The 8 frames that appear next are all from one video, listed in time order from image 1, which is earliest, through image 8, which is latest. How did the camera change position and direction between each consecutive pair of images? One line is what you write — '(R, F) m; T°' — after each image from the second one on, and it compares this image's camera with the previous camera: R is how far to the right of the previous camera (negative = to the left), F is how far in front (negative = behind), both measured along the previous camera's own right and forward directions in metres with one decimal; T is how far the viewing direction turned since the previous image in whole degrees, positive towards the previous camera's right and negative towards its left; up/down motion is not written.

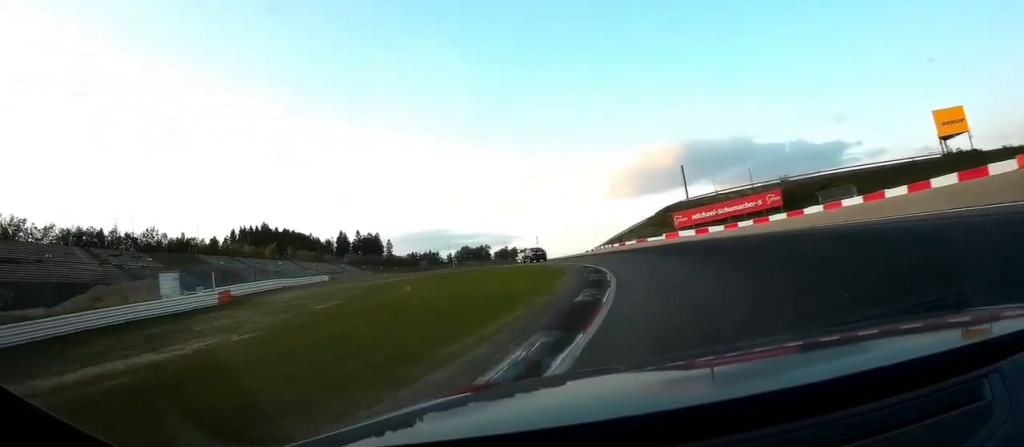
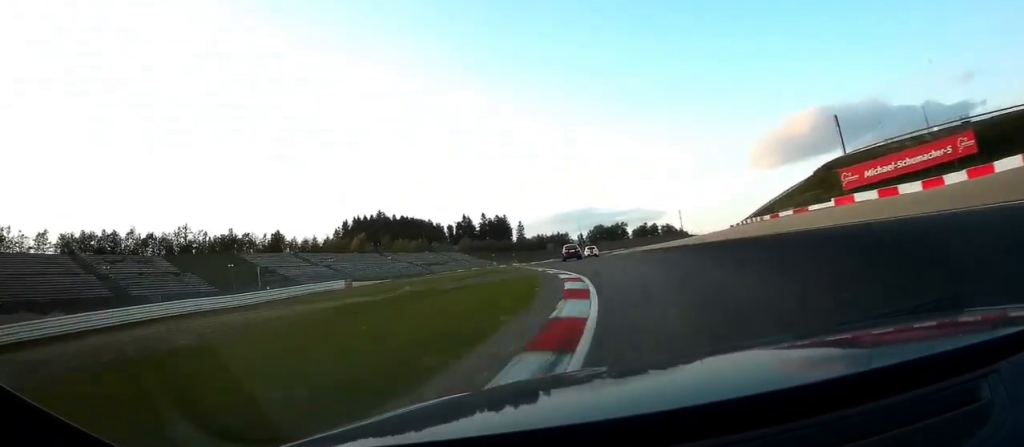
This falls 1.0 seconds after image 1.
(-4.5, +32.8) m; -14°
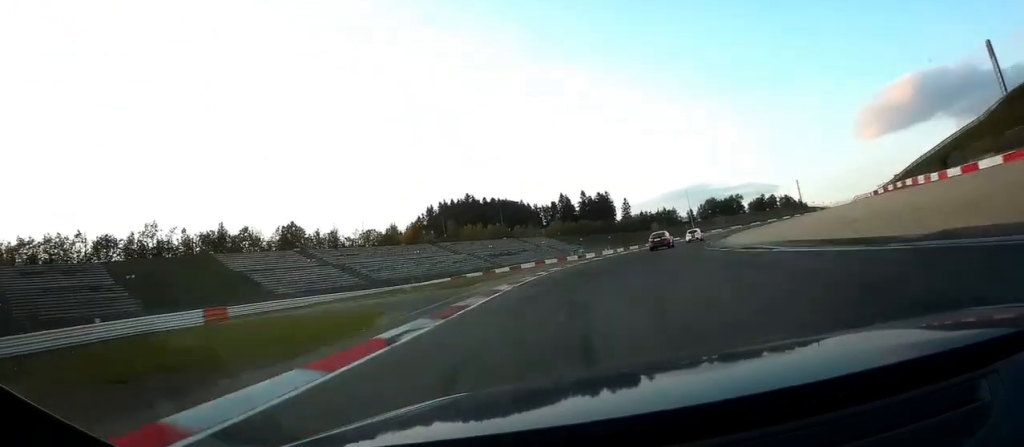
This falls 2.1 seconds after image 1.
(-4.0, +37.6) m; -6°
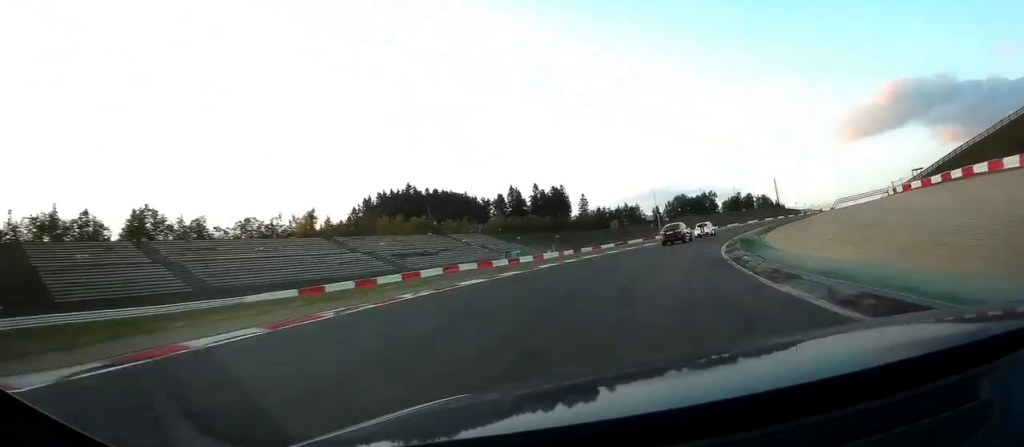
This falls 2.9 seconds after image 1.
(-0.3, +32.6) m; +3°
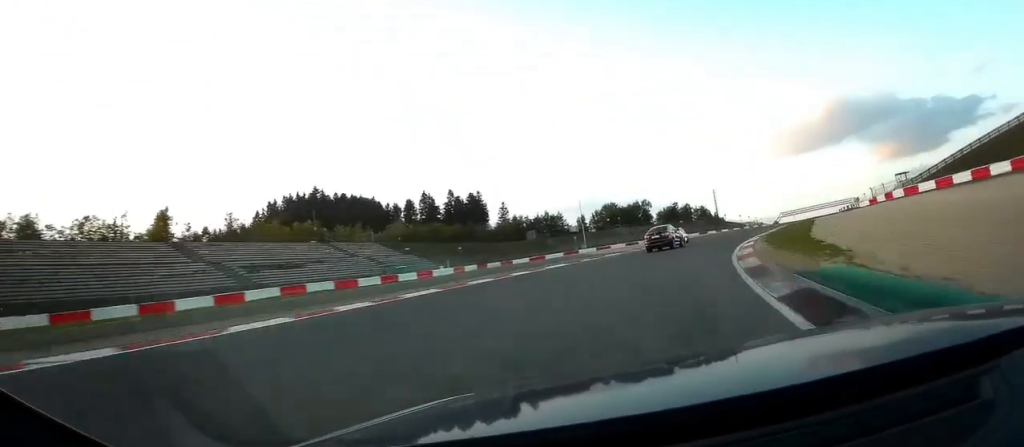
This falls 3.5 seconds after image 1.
(-0.5, +25.1) m; +6°
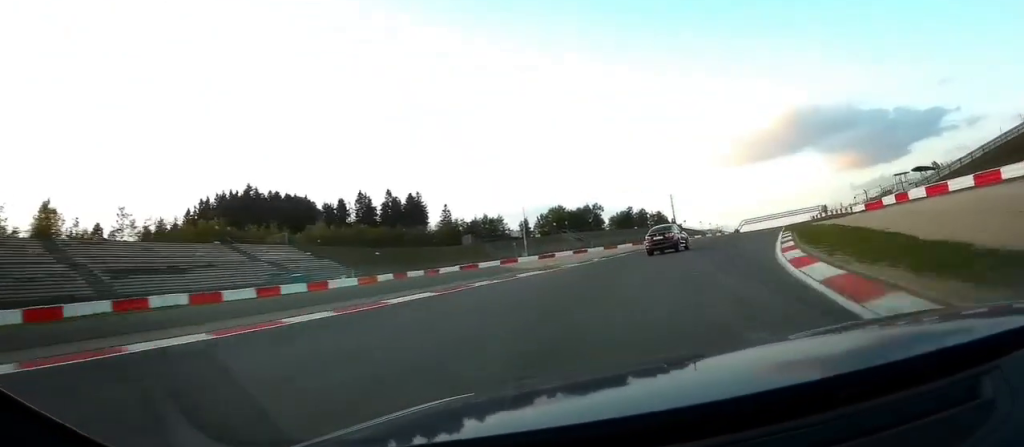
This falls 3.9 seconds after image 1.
(+2.0, +20.6) m; +5°
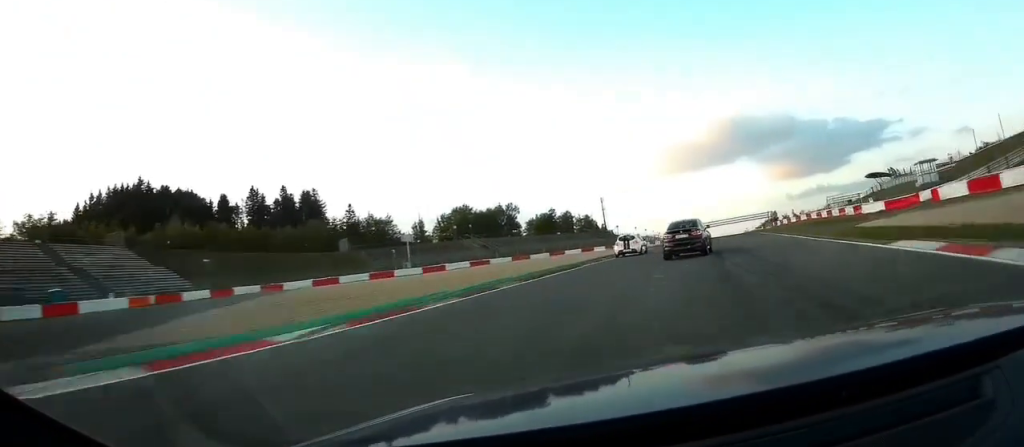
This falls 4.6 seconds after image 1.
(+2.0, +34.6) m; +7°
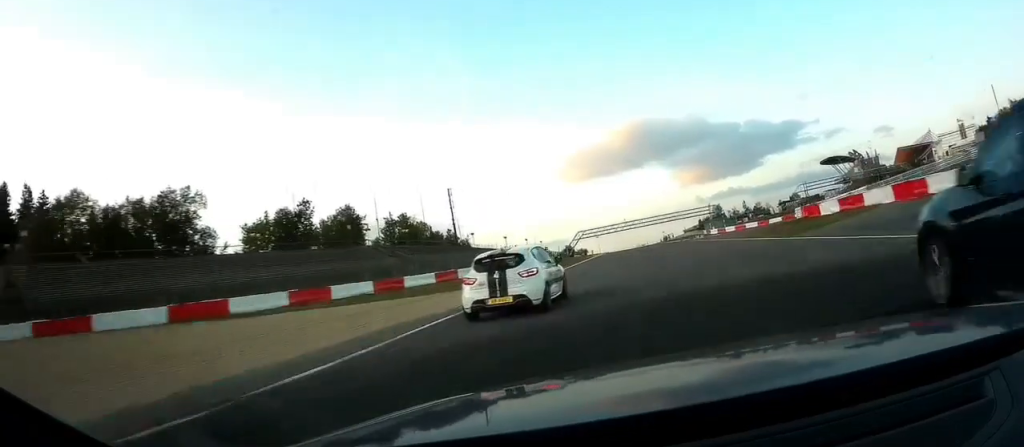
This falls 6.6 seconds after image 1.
(+8.6, +108.5) m; +6°
